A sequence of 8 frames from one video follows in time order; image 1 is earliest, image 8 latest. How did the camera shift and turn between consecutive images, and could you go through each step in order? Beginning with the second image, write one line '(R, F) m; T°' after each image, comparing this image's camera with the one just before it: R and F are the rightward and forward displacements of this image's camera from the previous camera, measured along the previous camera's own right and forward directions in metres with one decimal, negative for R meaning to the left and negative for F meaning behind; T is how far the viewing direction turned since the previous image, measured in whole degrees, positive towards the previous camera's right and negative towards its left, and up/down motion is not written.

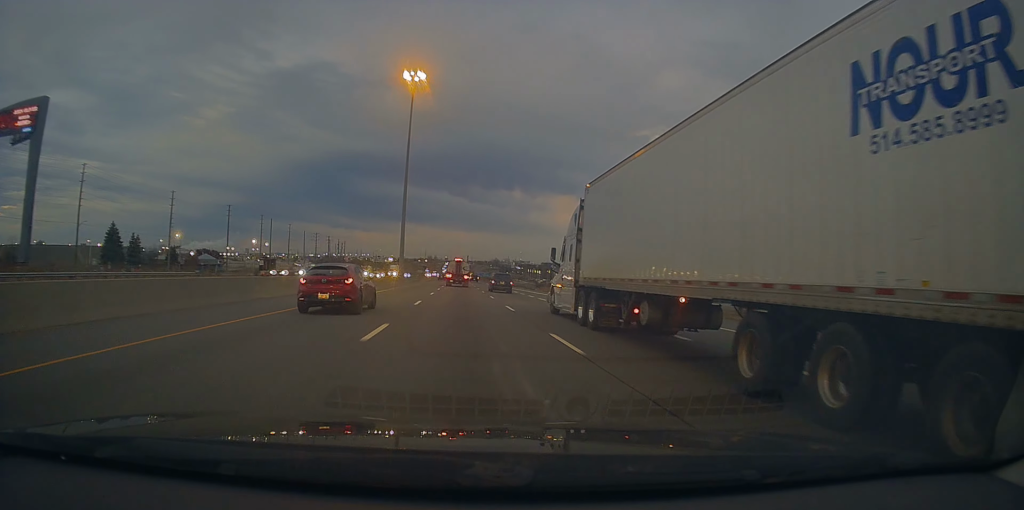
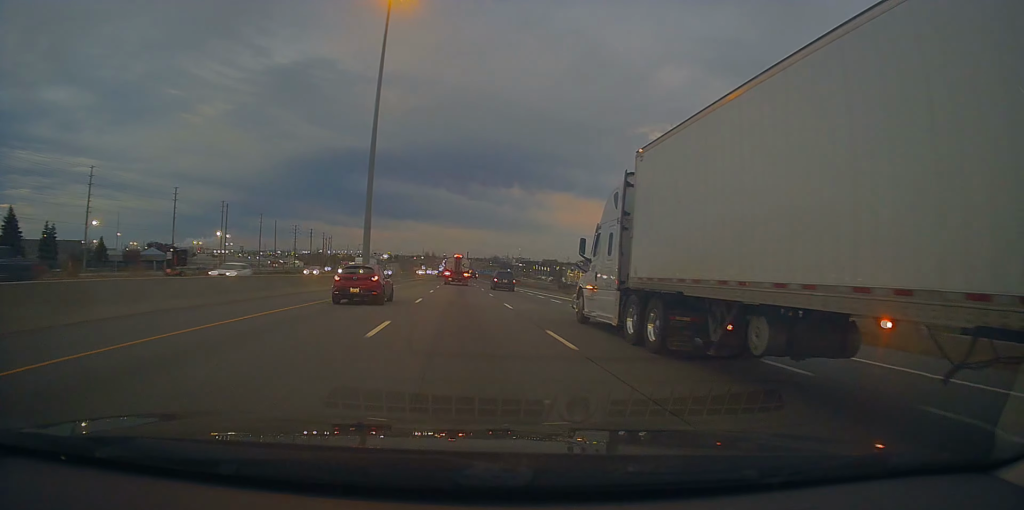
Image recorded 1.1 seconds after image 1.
(+1.0, +35.3) m; +1°
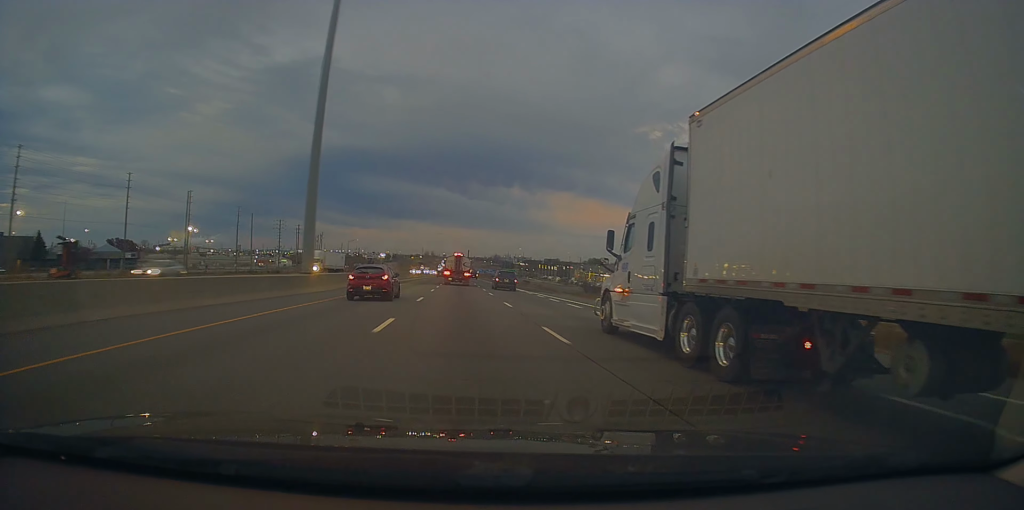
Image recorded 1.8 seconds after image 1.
(-0.3, +23.3) m; -1°
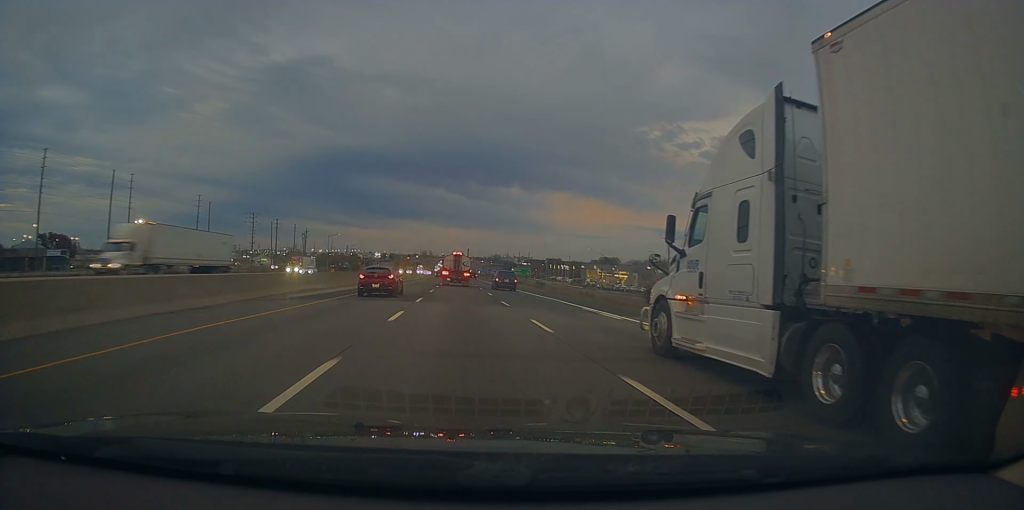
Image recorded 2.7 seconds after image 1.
(-0.5, +31.2) m; -1°
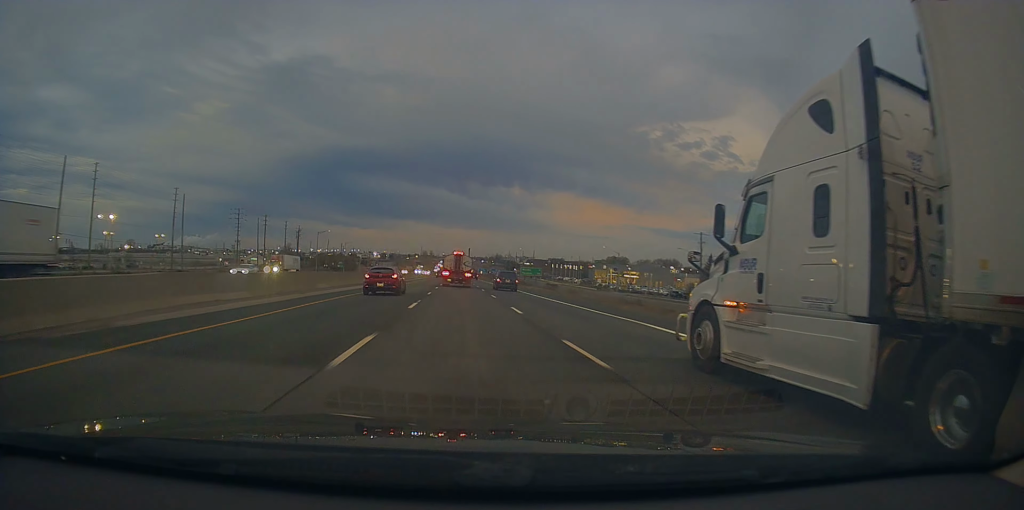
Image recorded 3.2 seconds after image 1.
(-0.2, +15.6) m; 0°
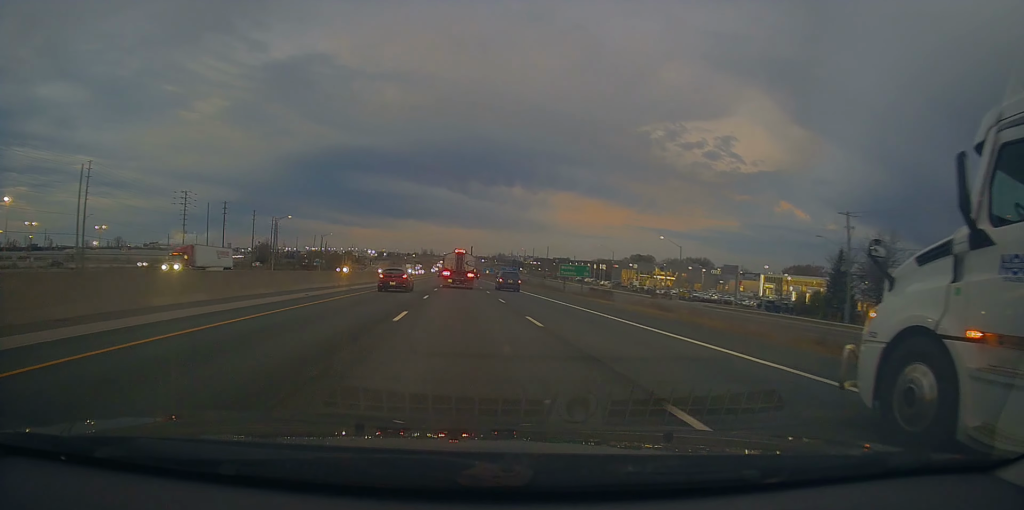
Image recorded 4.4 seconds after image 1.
(+0.4, +41.7) m; +1°
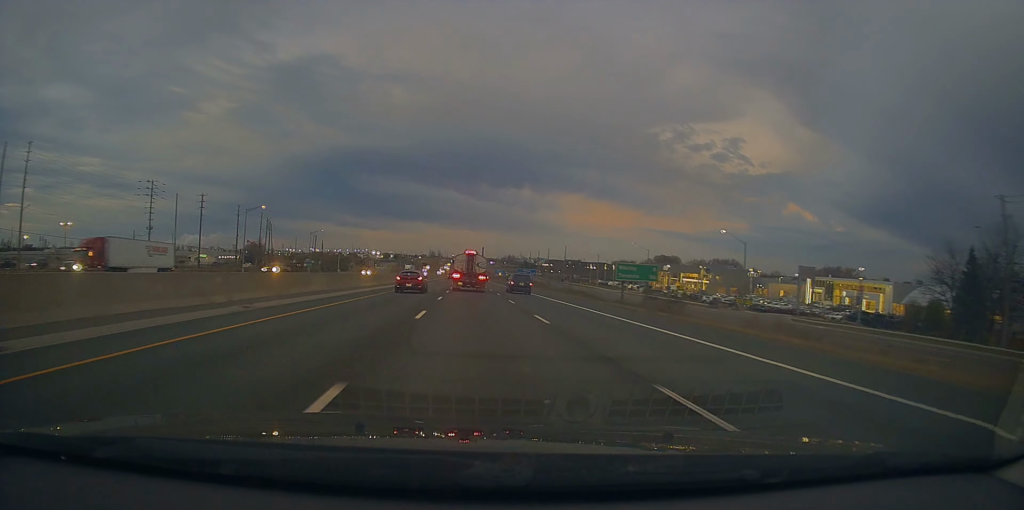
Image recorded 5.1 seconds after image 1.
(0.0, +22.8) m; 0°
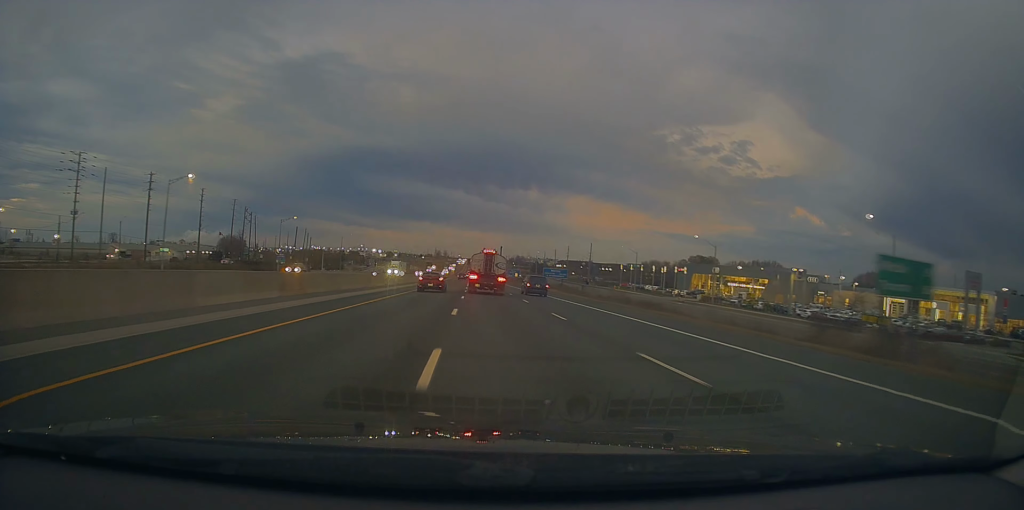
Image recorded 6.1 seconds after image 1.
(-0.1, +32.6) m; -1°
